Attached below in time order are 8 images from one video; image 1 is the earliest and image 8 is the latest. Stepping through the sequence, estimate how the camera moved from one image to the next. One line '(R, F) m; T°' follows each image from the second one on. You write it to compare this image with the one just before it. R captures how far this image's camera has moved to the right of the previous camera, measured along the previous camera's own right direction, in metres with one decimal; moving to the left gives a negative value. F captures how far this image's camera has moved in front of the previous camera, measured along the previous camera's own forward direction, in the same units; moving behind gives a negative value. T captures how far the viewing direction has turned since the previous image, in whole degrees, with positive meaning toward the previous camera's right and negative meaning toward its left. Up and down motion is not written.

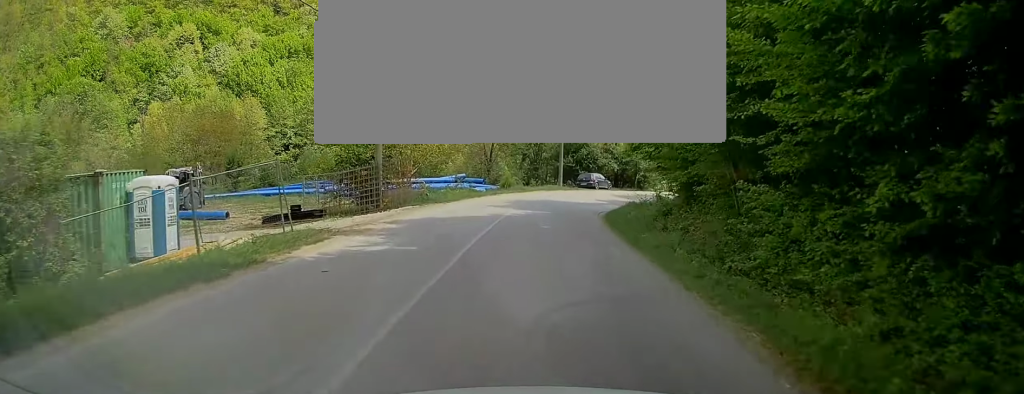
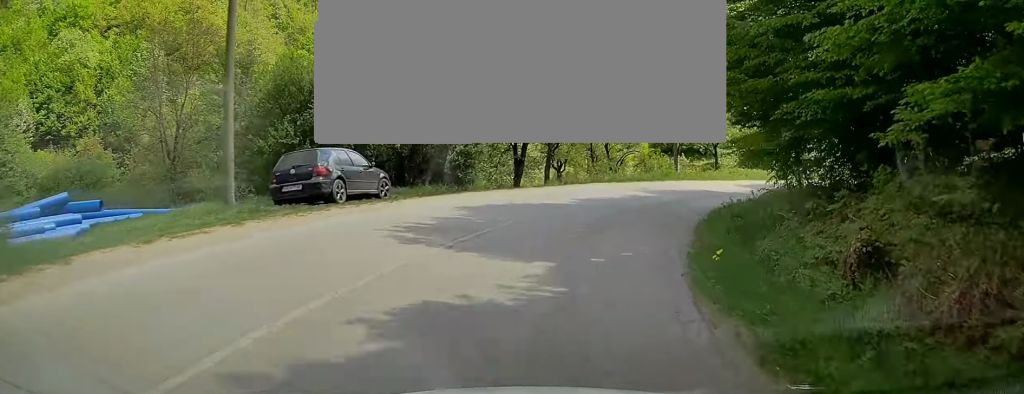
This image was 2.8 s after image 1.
(+4.2, +38.1) m; +20°
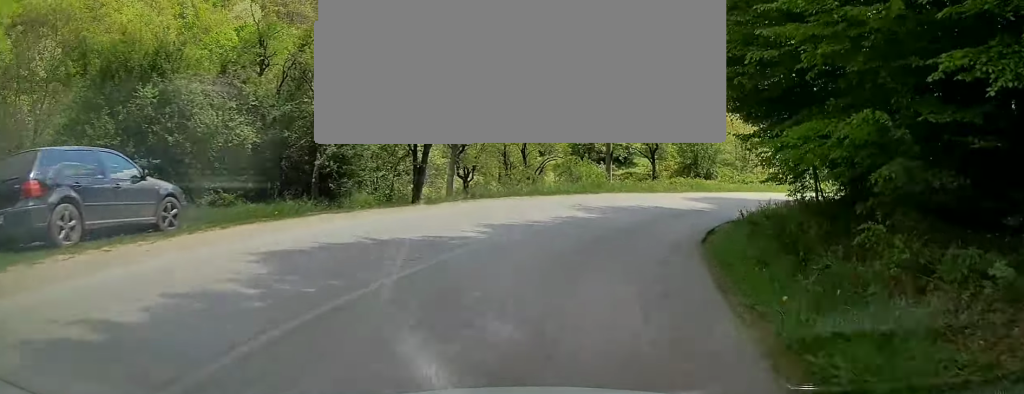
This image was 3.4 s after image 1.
(+0.4, +7.2) m; +7°
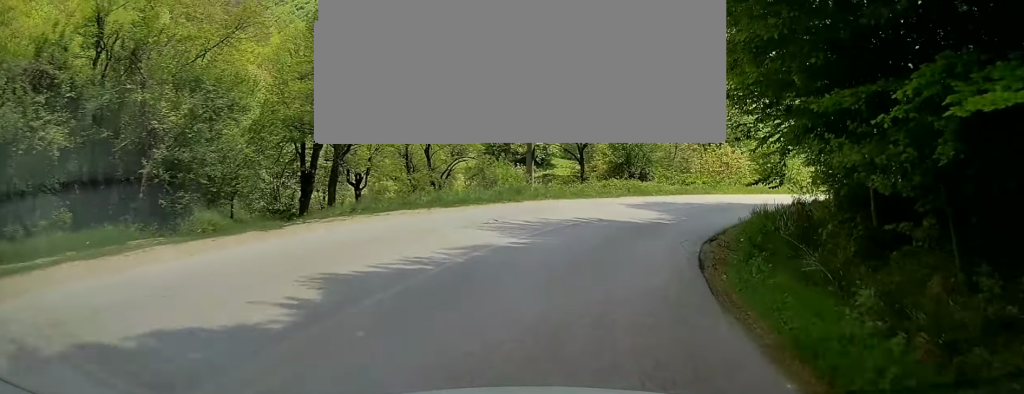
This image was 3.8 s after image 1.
(0.0, +5.8) m; +7°
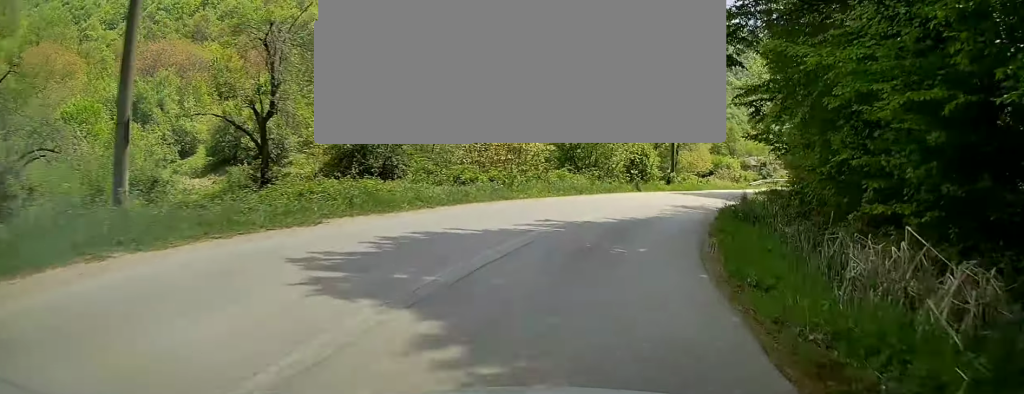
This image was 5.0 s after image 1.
(+2.7, +15.6) m; +21°
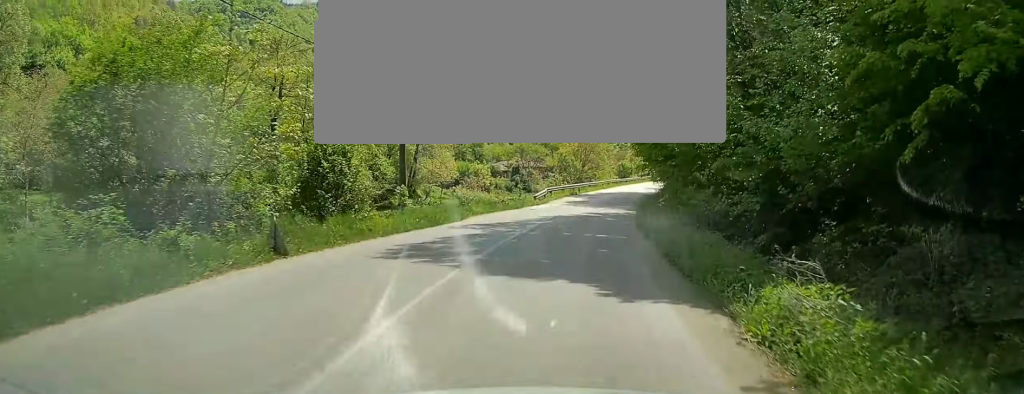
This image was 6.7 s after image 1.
(+5.9, +23.1) m; +23°
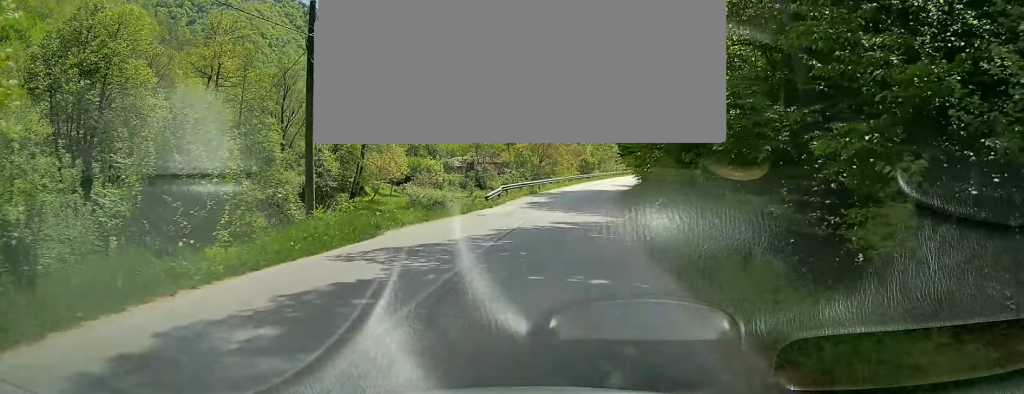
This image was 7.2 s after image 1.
(+0.3, +7.4) m; +4°
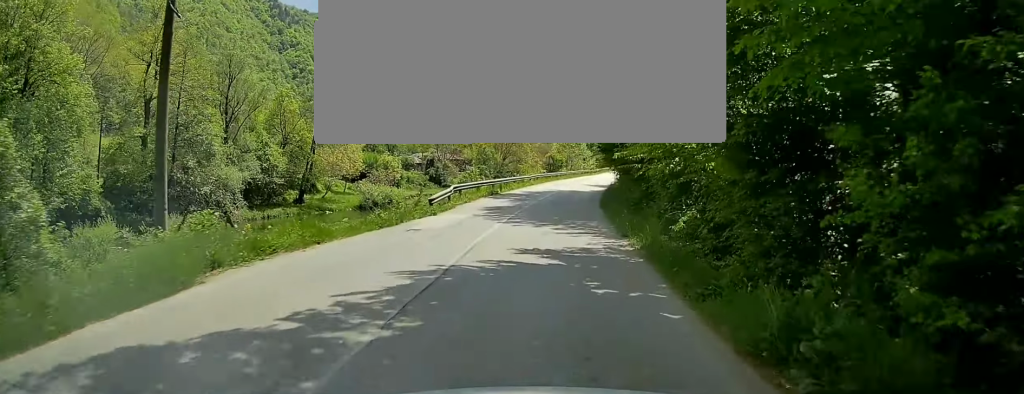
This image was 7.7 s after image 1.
(+0.1, +7.7) m; +3°
